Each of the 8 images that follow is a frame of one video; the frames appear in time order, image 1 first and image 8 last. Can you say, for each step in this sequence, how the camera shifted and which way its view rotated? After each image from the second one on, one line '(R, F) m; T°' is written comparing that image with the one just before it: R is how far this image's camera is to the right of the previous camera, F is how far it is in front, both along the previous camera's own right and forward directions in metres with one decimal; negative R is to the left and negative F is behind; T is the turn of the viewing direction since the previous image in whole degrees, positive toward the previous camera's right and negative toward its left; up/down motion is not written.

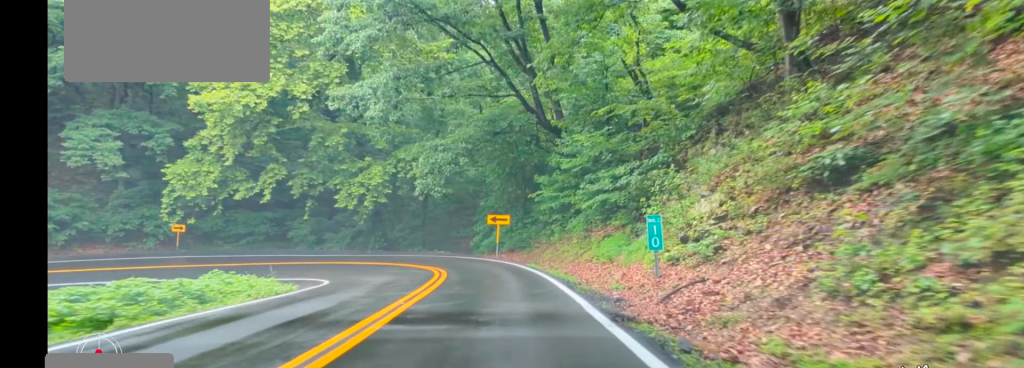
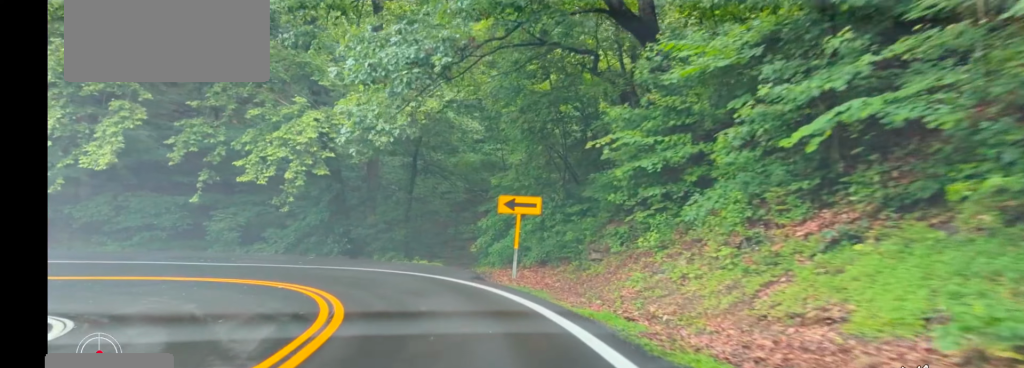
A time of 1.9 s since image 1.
(-1.8, +18.4) m; -19°
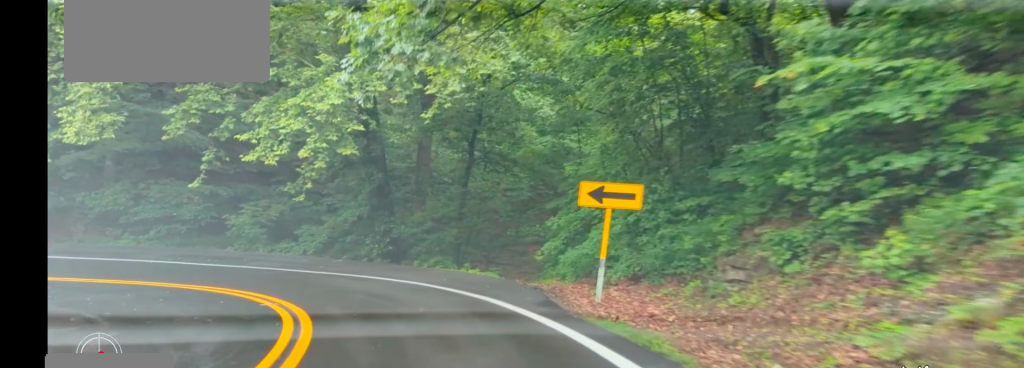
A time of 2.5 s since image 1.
(-0.7, +5.6) m; -7°
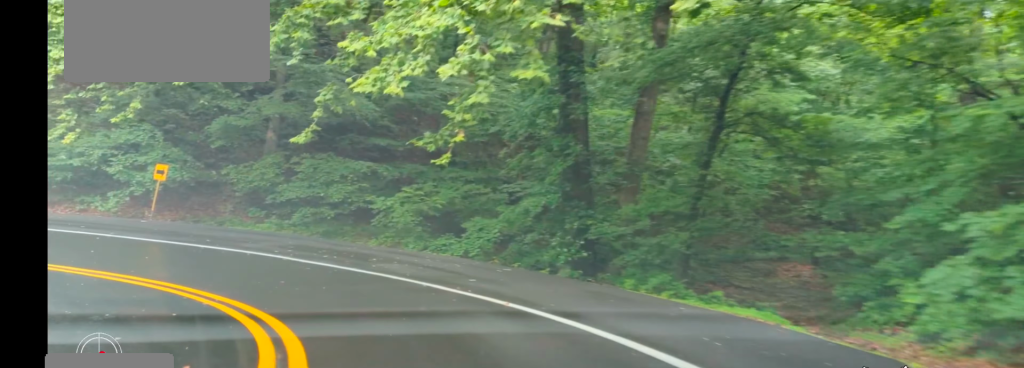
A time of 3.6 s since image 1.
(-0.2, +8.4) m; -1°
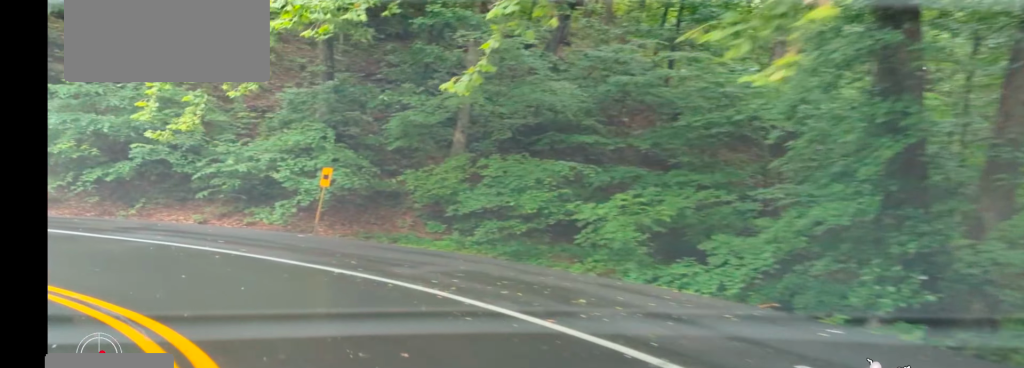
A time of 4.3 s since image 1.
(0.0, +5.7) m; 0°
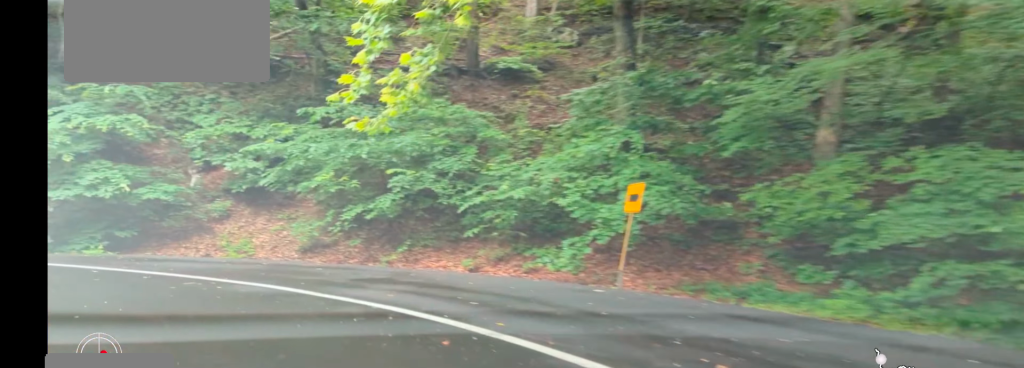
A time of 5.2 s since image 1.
(0.0, +6.8) m; -22°
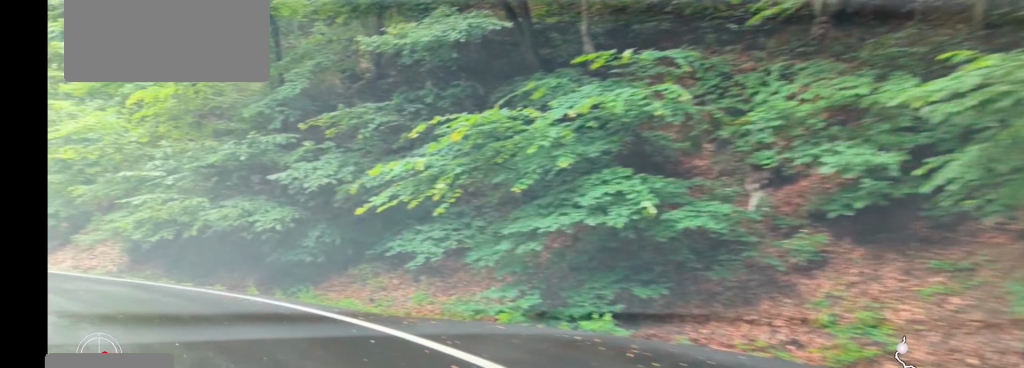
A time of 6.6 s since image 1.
(-5.0, +8.5) m; -57°
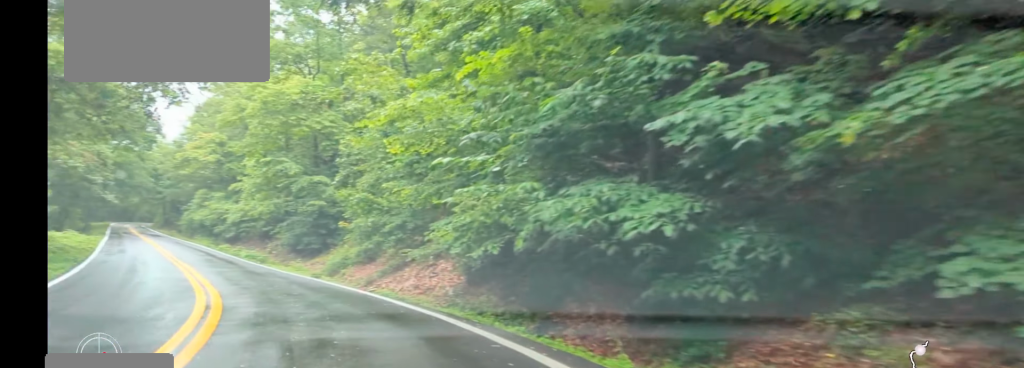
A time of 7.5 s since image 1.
(-2.3, +7.8) m; -29°
